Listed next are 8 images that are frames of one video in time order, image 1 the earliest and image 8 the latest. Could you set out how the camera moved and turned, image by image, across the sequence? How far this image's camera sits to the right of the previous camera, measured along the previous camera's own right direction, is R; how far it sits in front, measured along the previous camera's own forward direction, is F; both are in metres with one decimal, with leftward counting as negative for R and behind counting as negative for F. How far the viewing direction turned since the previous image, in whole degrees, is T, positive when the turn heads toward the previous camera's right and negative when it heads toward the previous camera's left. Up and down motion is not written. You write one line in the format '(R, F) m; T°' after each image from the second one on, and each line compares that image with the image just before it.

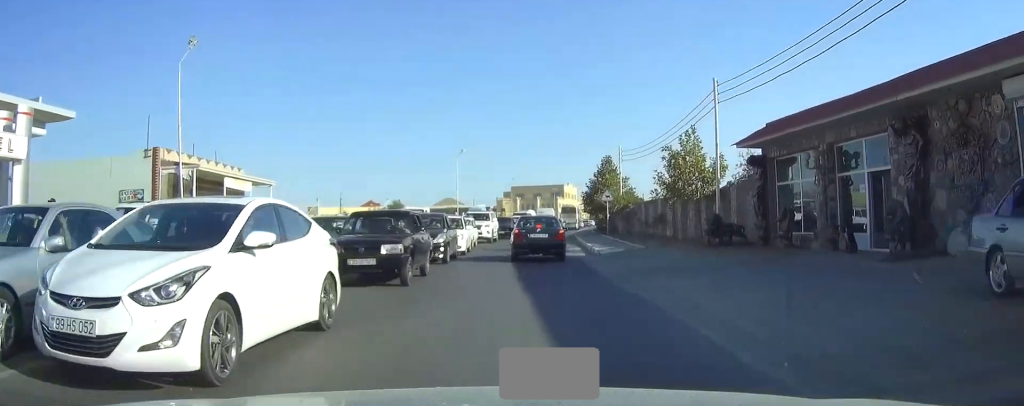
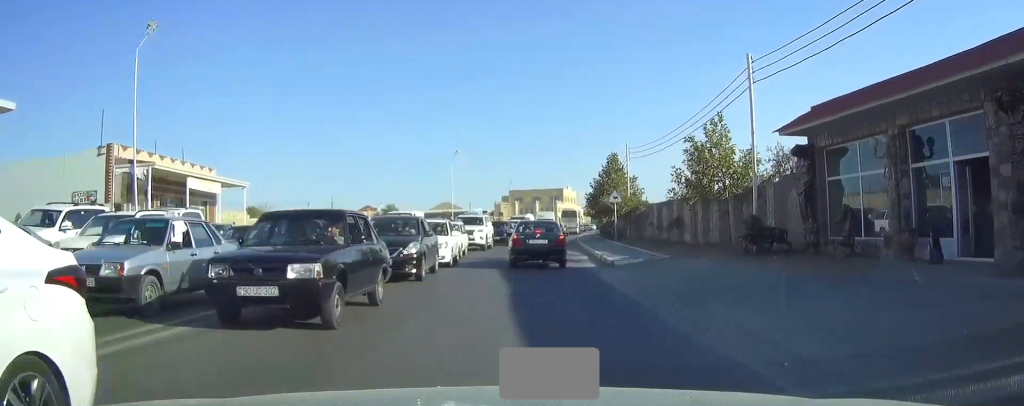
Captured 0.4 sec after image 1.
(0.0, +4.3) m; 0°
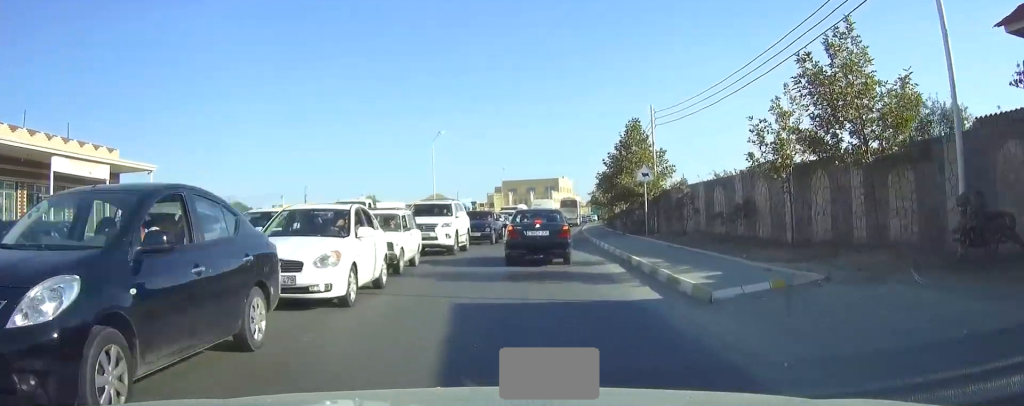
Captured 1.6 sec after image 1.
(0.0, +10.7) m; +1°
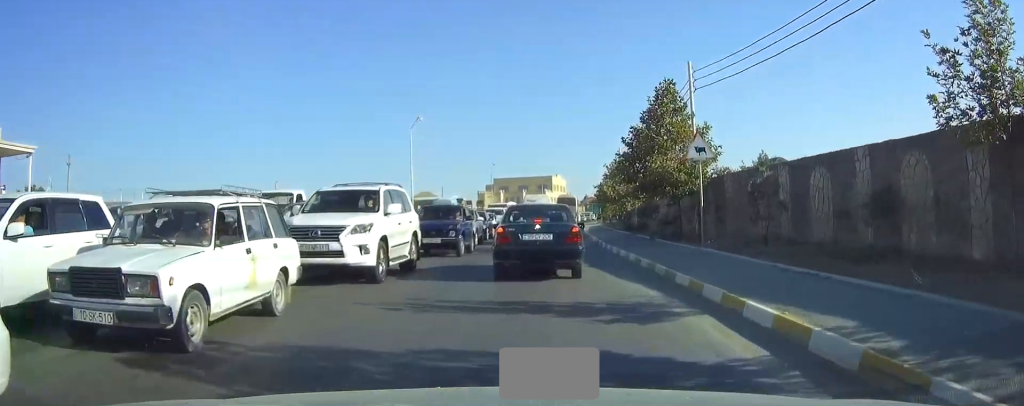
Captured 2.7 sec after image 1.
(+0.1, +8.7) m; 0°
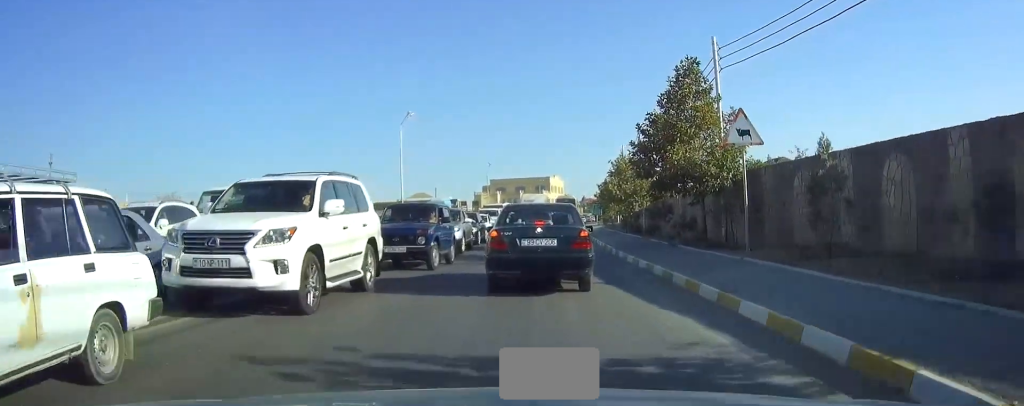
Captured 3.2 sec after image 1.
(0.0, +3.1) m; 0°
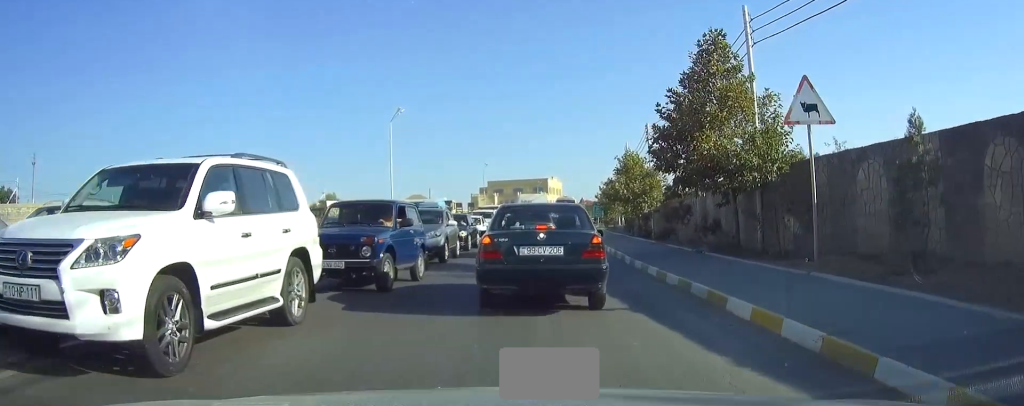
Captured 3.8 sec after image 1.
(0.0, +3.3) m; 0°
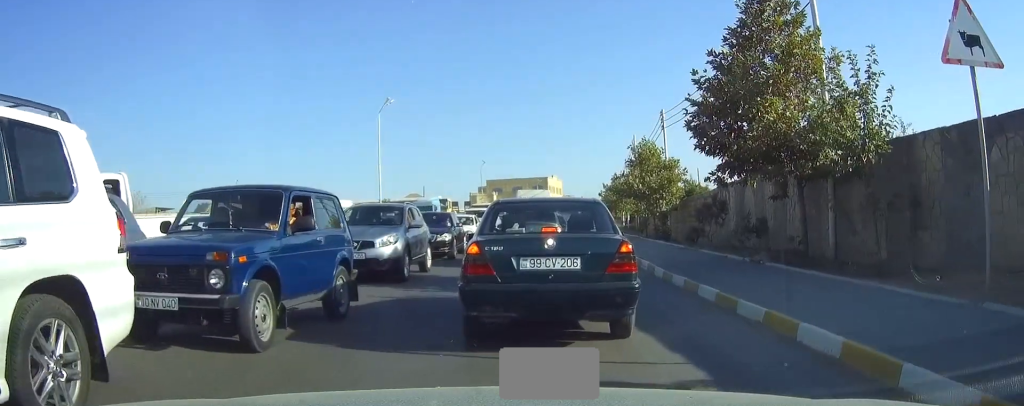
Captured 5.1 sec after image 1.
(0.0, +4.0) m; 0°
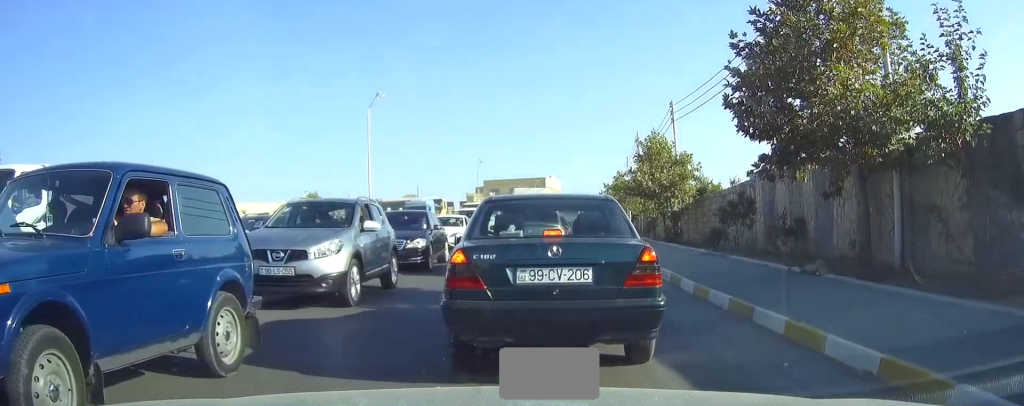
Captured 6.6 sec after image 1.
(0.0, +2.8) m; 0°
